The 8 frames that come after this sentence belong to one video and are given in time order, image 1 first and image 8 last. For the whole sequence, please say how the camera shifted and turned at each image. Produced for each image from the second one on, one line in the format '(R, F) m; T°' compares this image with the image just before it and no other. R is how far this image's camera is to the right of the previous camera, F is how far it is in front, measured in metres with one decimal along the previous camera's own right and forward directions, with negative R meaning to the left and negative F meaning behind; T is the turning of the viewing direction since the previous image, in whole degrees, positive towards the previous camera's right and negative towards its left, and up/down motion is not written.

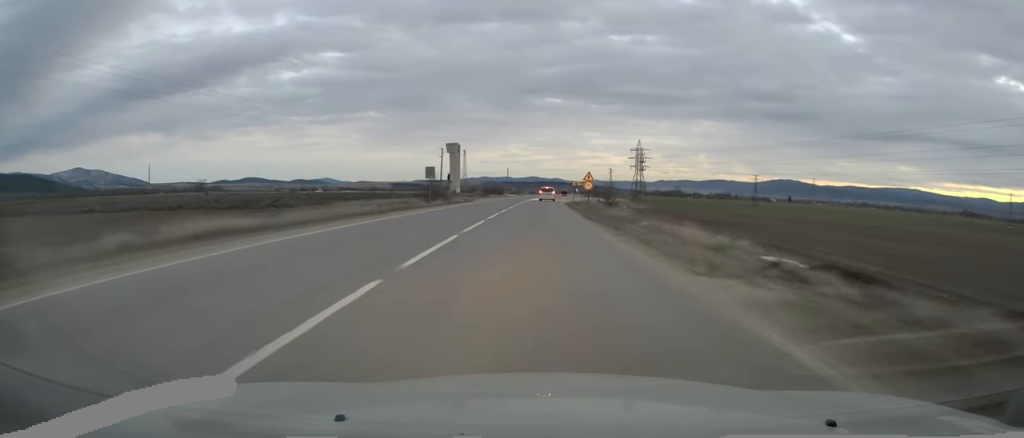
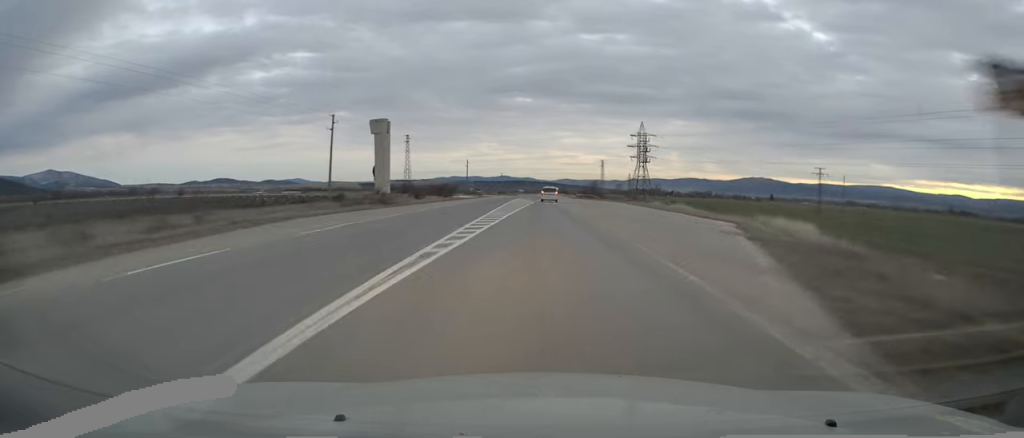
(+1.4, +62.6) m; +3°
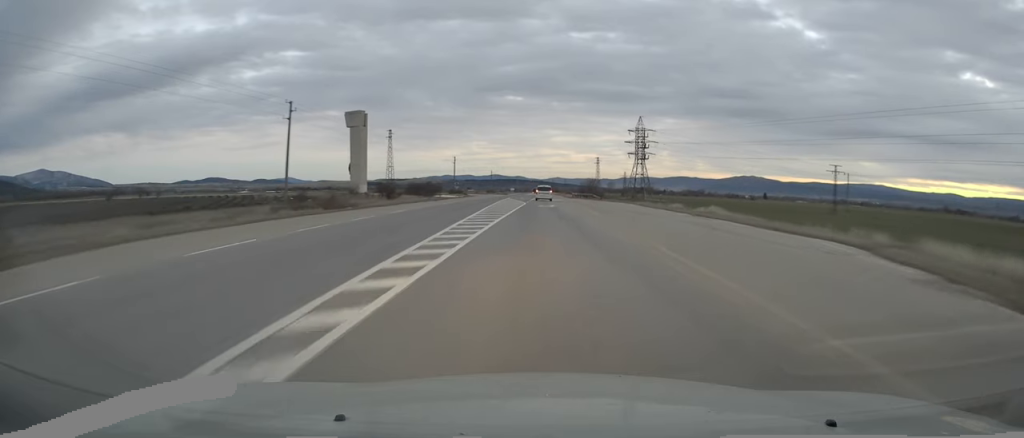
(0.0, +11.5) m; +1°
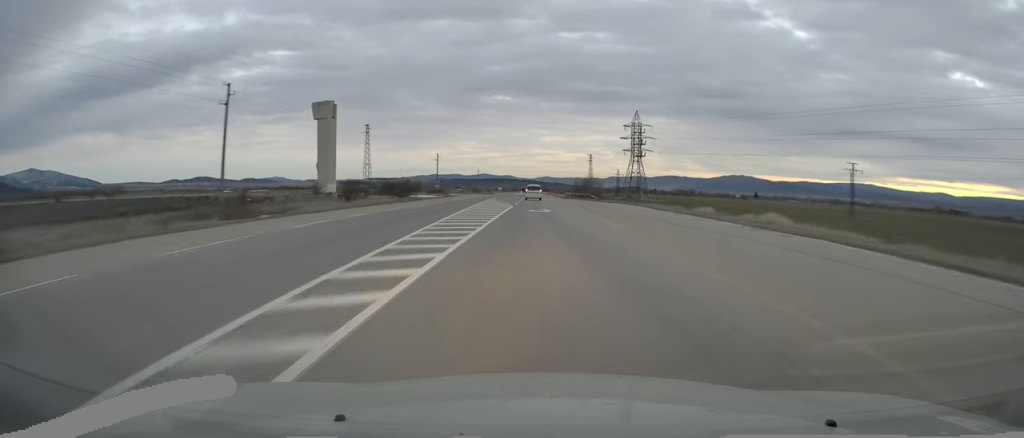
(+0.2, +12.1) m; +1°
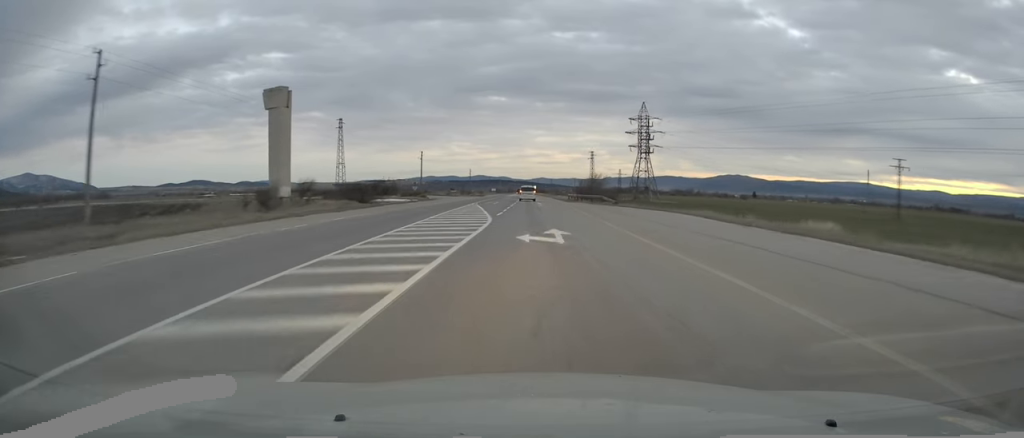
(+0.1, +17.8) m; 0°
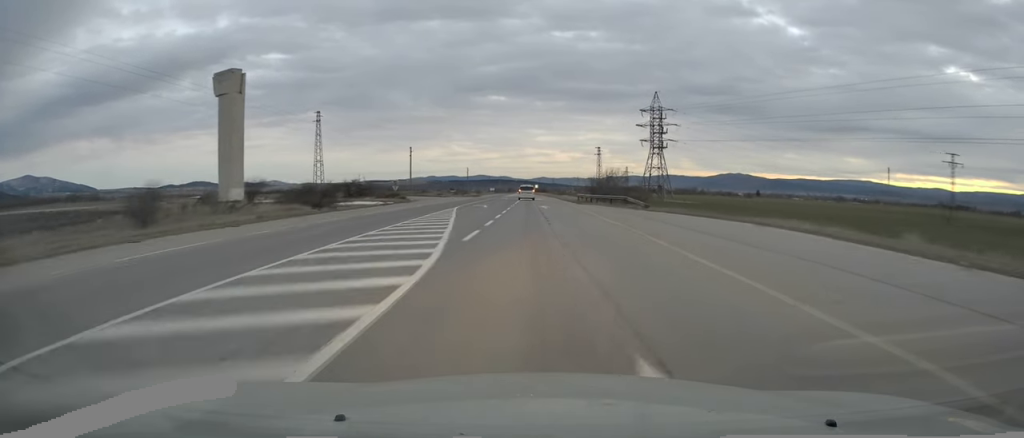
(0.0, +14.6) m; 0°
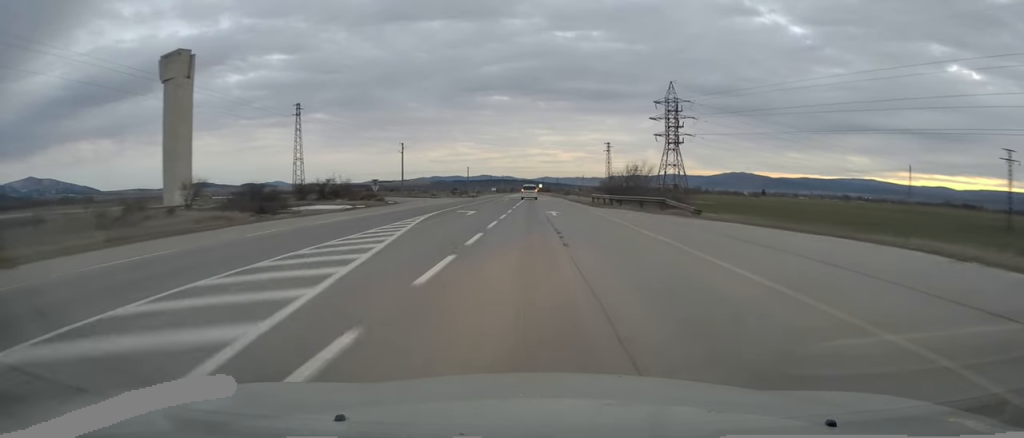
(0.0, +12.2) m; 0°
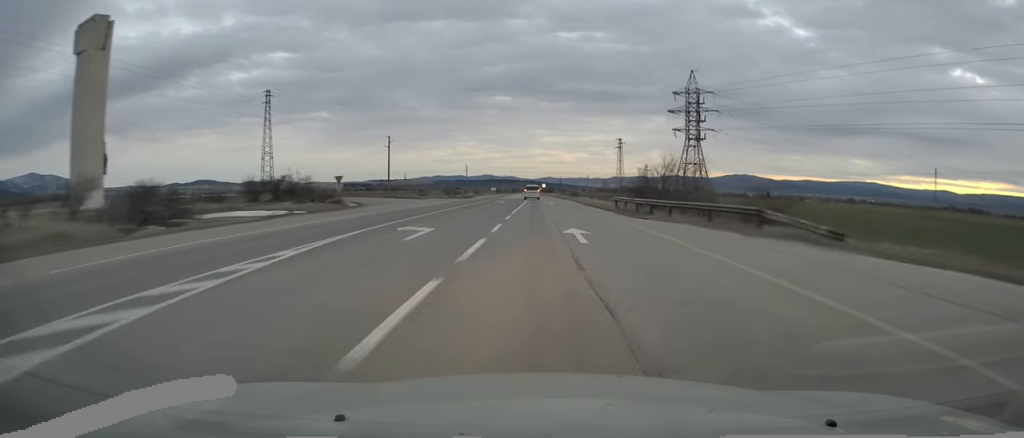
(0.0, +14.0) m; 0°
